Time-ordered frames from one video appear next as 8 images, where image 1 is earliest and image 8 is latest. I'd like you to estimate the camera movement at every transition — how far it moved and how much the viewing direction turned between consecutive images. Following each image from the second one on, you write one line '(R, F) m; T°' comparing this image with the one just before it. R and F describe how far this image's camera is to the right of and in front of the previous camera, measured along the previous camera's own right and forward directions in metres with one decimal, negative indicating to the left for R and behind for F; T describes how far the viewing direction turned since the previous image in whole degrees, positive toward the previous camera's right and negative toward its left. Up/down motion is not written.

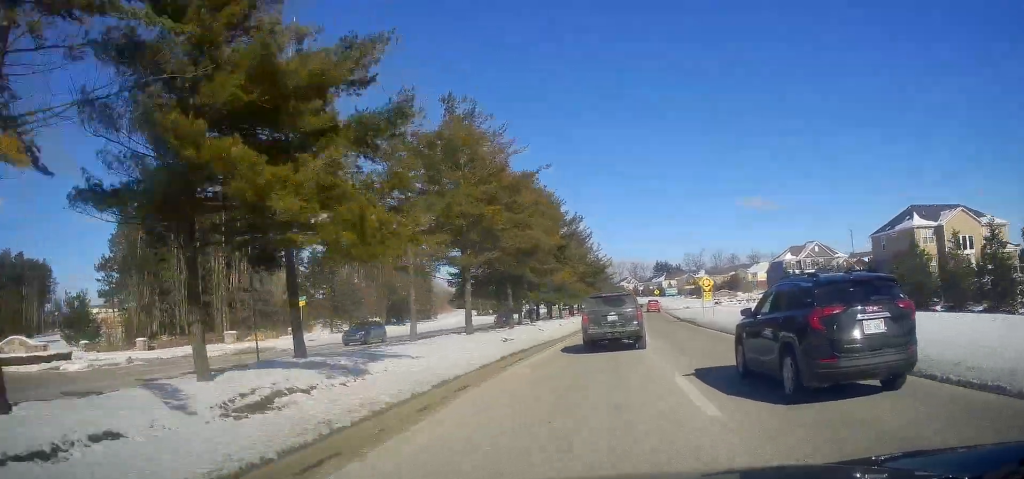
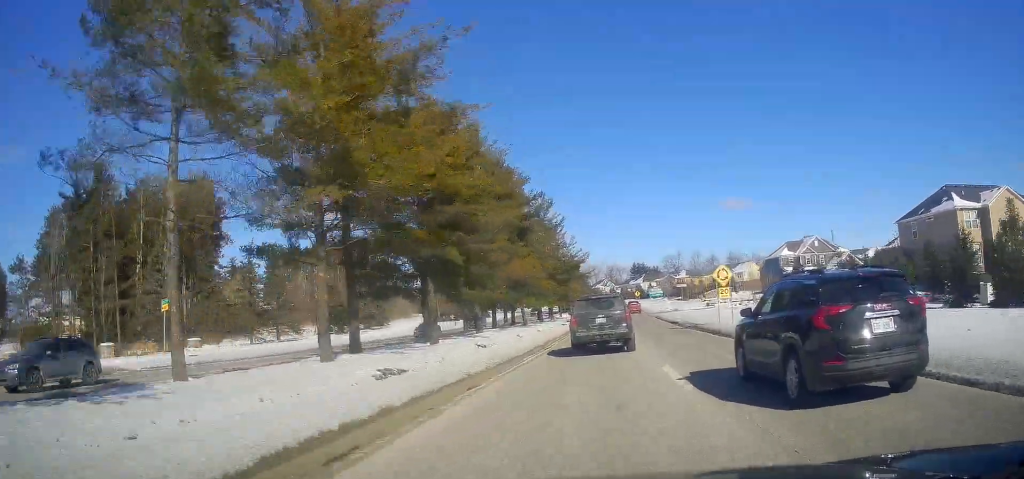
(+0.3, +12.3) m; +3°
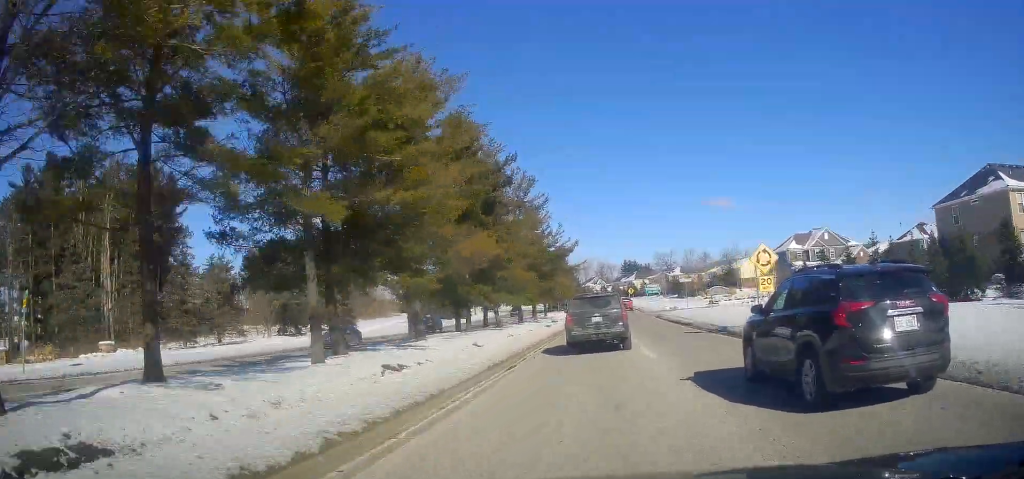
(-0.1, +9.0) m; +2°
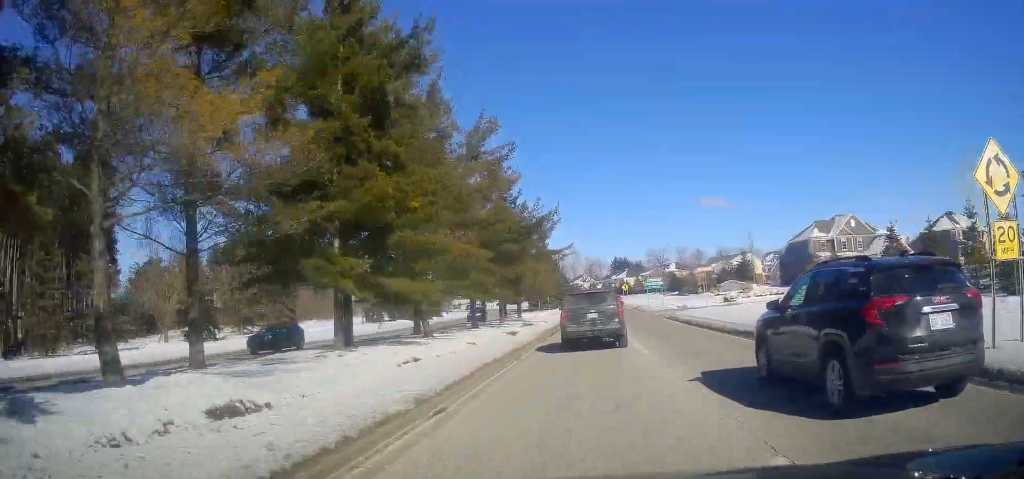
(+0.8, +14.9) m; +2°
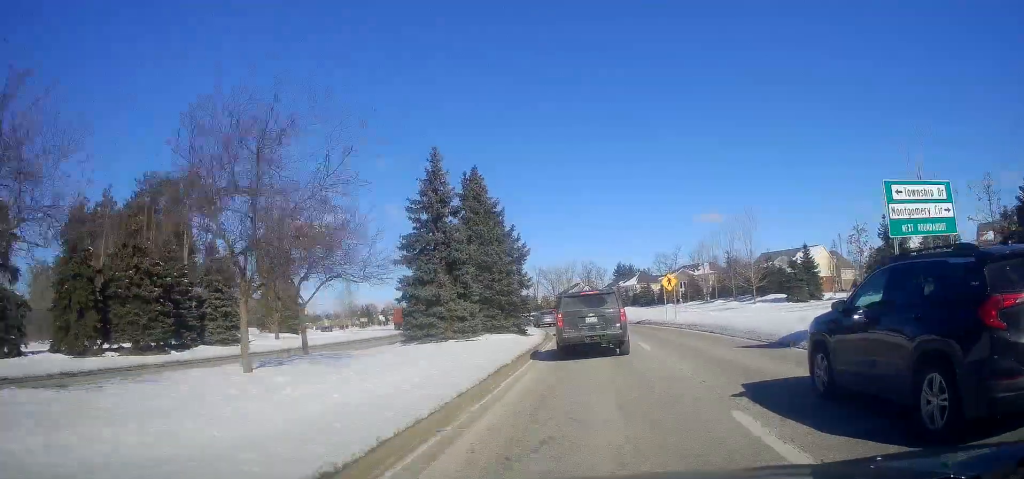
(+1.7, +58.5) m; +2°
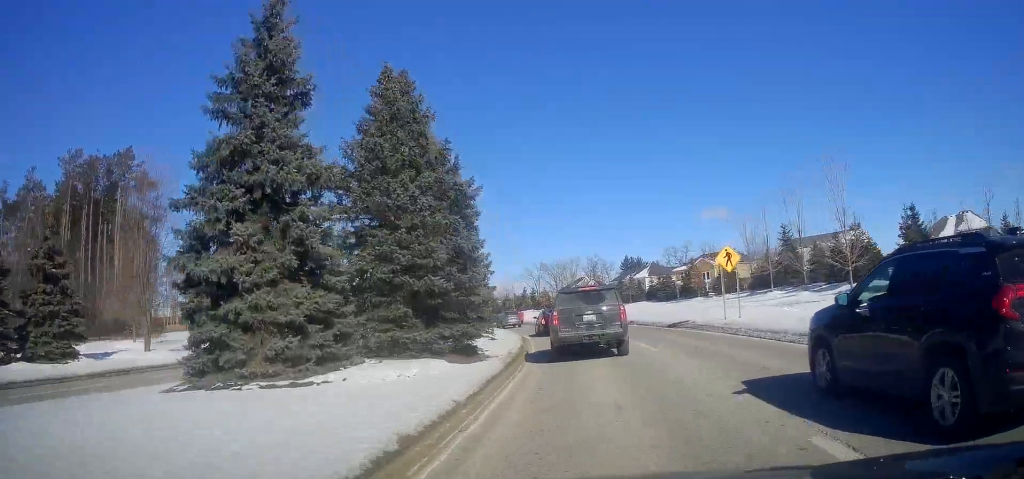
(-0.3, +17.7) m; -1°
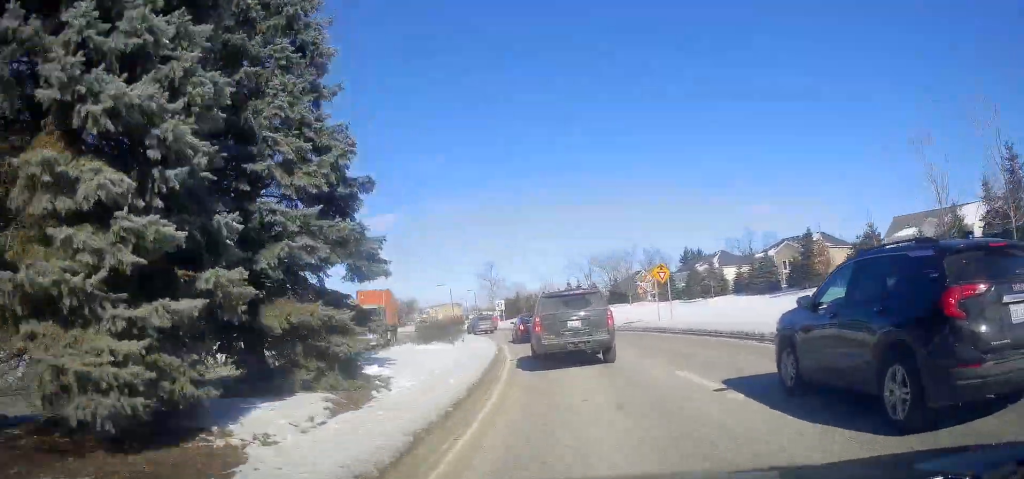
(0.0, +25.0) m; -2°
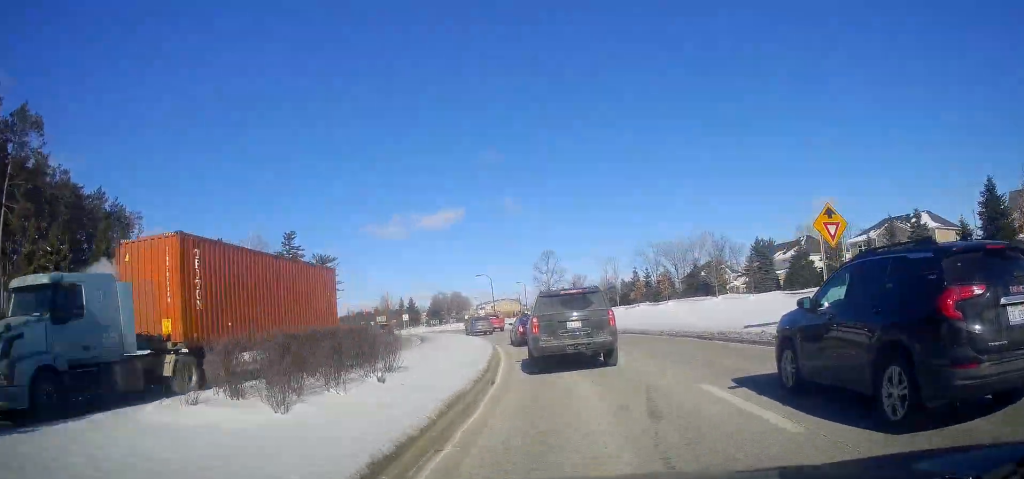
(-0.6, +17.4) m; -5°
